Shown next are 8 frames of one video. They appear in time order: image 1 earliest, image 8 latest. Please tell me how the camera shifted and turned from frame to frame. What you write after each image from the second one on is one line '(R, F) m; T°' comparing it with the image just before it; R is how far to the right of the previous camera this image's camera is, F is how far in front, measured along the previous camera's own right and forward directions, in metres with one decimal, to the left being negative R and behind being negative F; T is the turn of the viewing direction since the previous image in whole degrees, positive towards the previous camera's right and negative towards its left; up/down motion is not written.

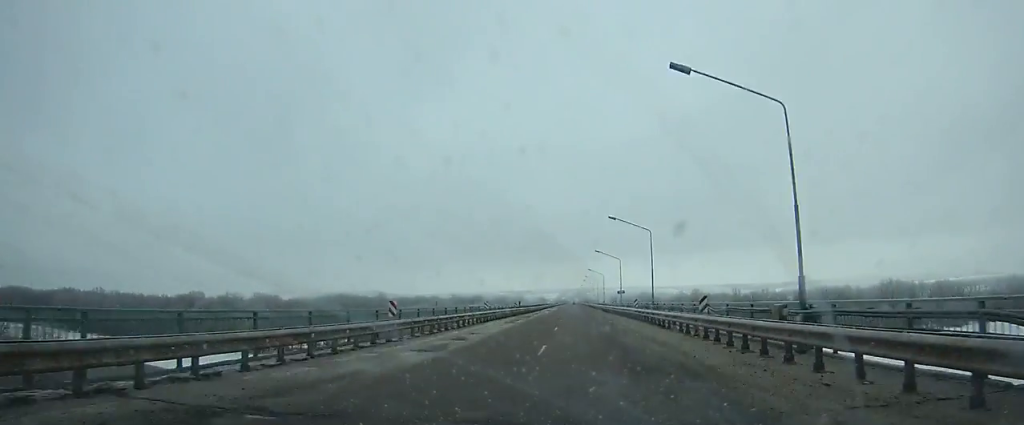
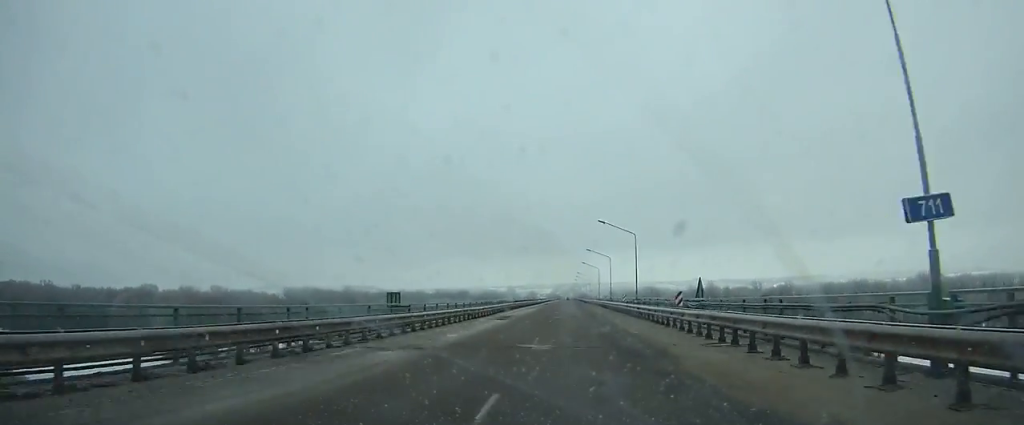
(+0.1, +58.8) m; 0°
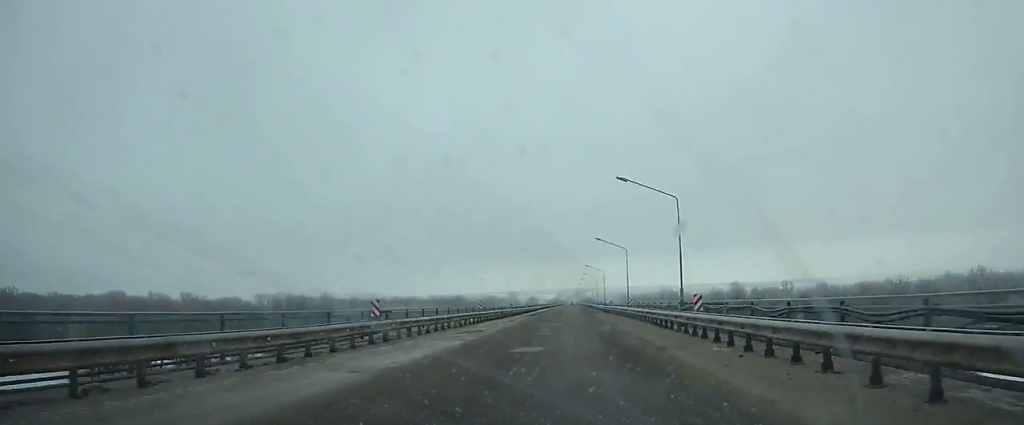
(-0.1, +43.7) m; 0°
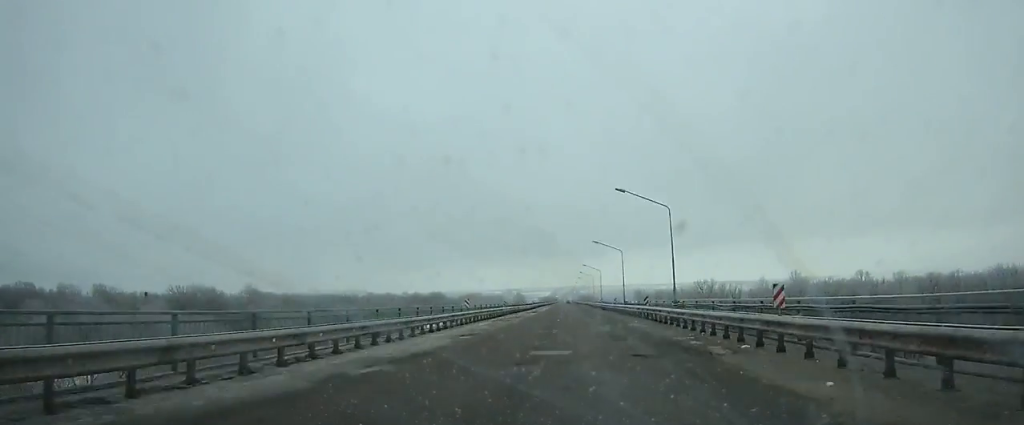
(0.0, +86.8) m; 0°
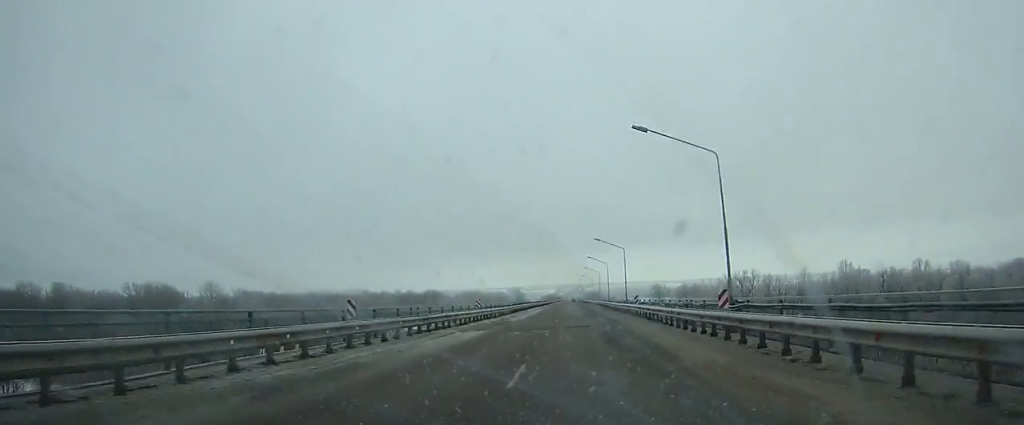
(0.0, +39.0) m; 0°
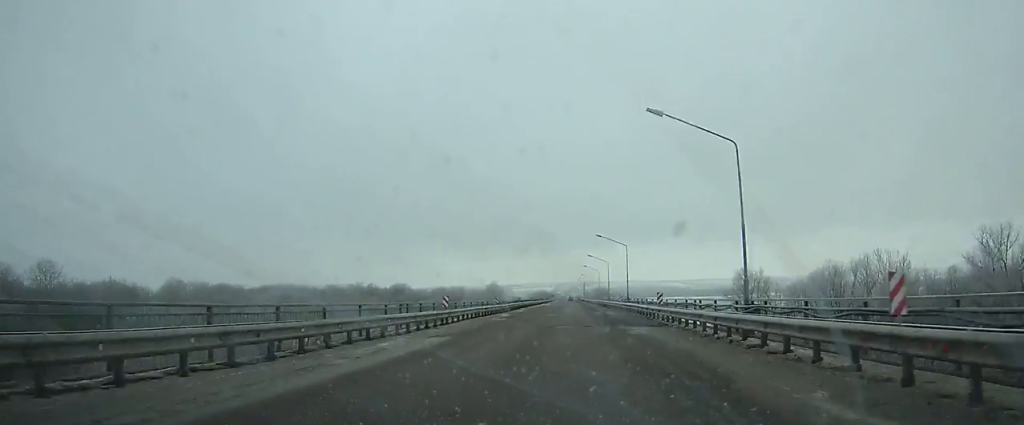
(-0.2, +95.2) m; 0°
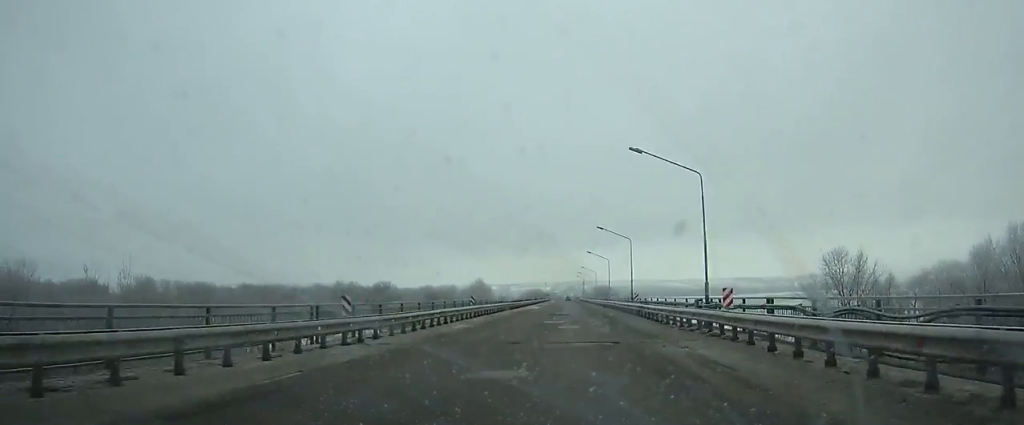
(+0.2, +33.8) m; 0°
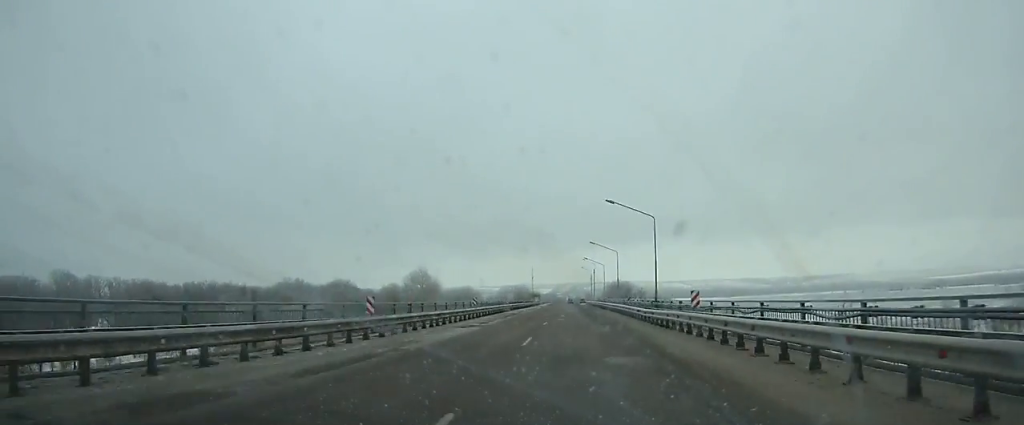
(0.0, +83.8) m; 0°
